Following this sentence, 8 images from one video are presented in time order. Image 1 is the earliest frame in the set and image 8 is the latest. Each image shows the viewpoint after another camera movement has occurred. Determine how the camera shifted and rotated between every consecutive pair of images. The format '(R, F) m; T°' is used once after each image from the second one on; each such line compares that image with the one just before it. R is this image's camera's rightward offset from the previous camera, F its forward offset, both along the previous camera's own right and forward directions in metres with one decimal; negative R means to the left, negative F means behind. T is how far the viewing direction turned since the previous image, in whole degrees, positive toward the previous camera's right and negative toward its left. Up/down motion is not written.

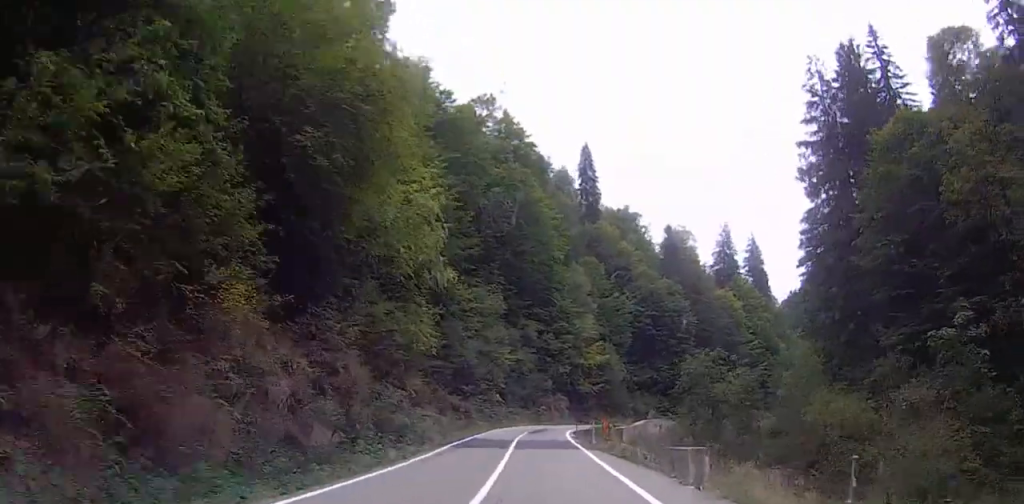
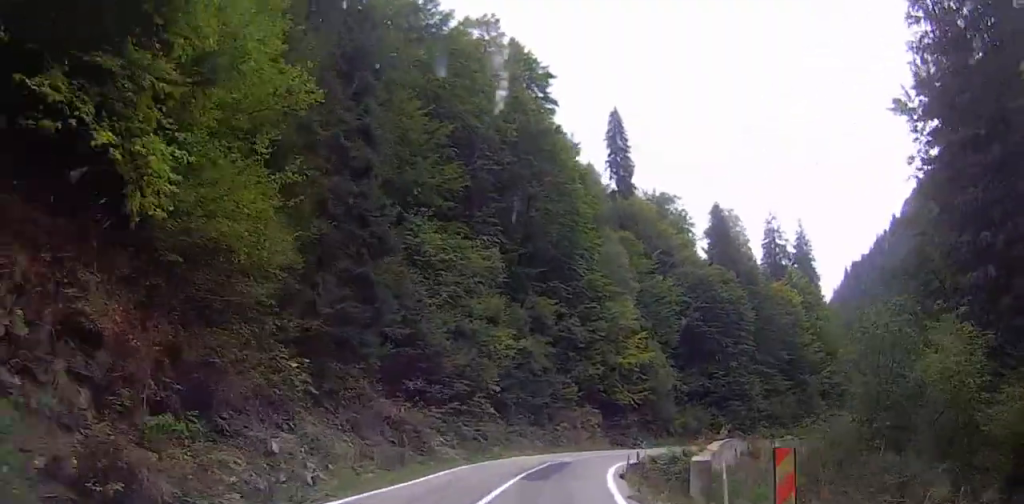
(0.0, +22.9) m; -4°
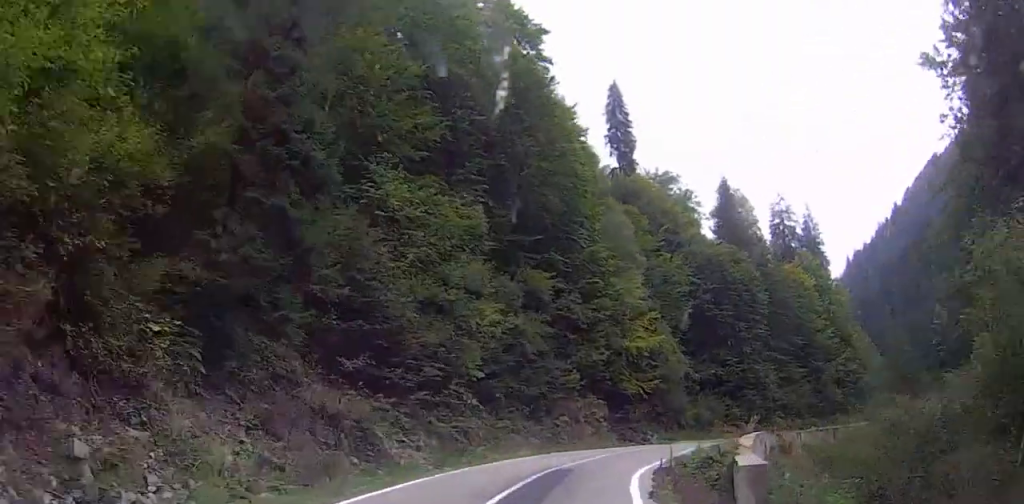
(+0.5, +7.3) m; -5°
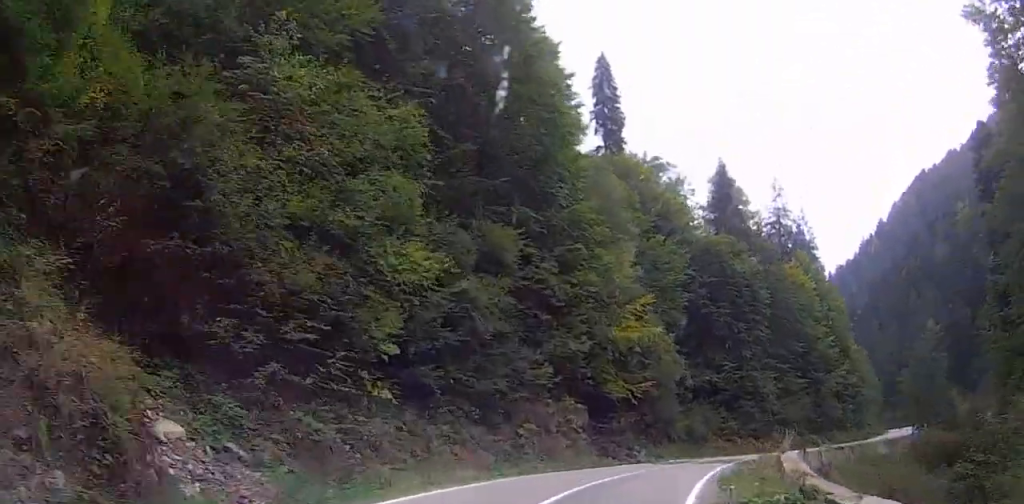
(-1.7, +10.6) m; -3°
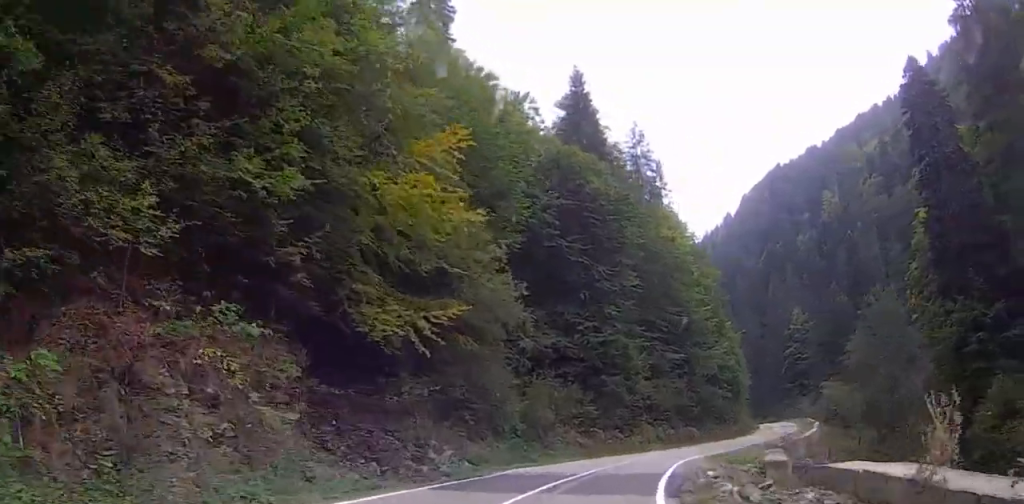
(+4.5, +20.1) m; +28°
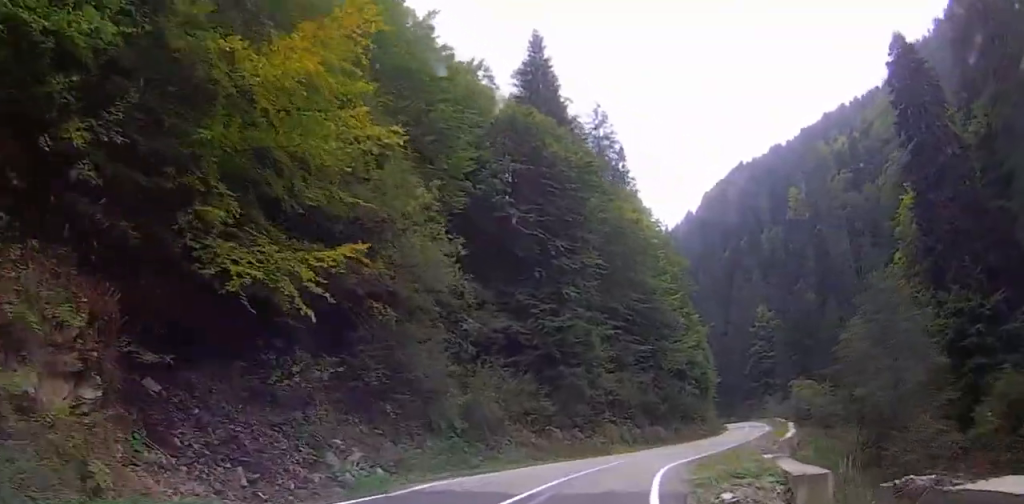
(+0.9, +6.4) m; +6°
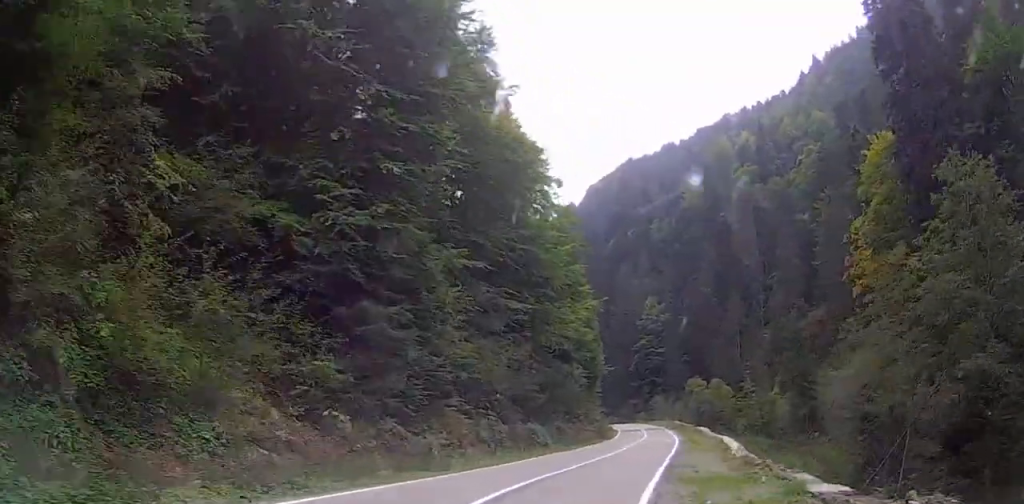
(+0.6, +17.6) m; +4°
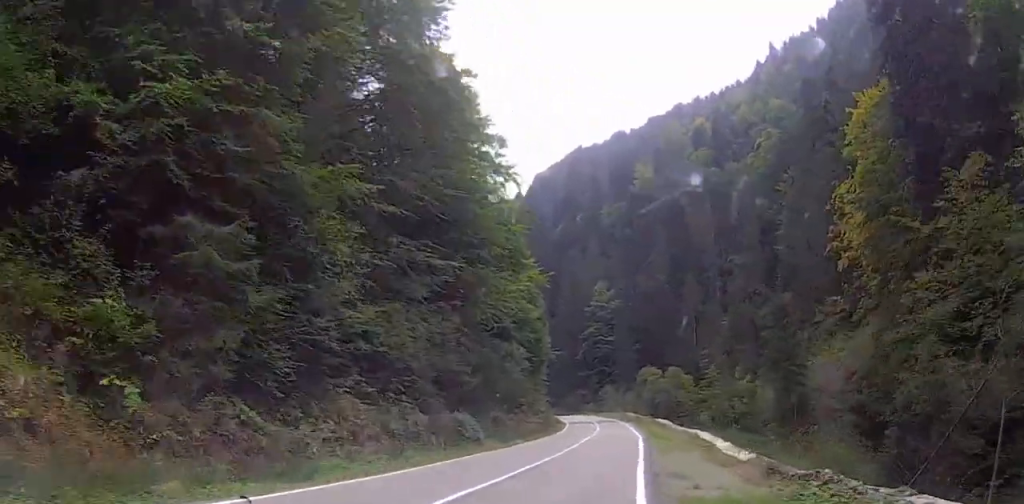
(-0.1, +7.4) m; +4°
